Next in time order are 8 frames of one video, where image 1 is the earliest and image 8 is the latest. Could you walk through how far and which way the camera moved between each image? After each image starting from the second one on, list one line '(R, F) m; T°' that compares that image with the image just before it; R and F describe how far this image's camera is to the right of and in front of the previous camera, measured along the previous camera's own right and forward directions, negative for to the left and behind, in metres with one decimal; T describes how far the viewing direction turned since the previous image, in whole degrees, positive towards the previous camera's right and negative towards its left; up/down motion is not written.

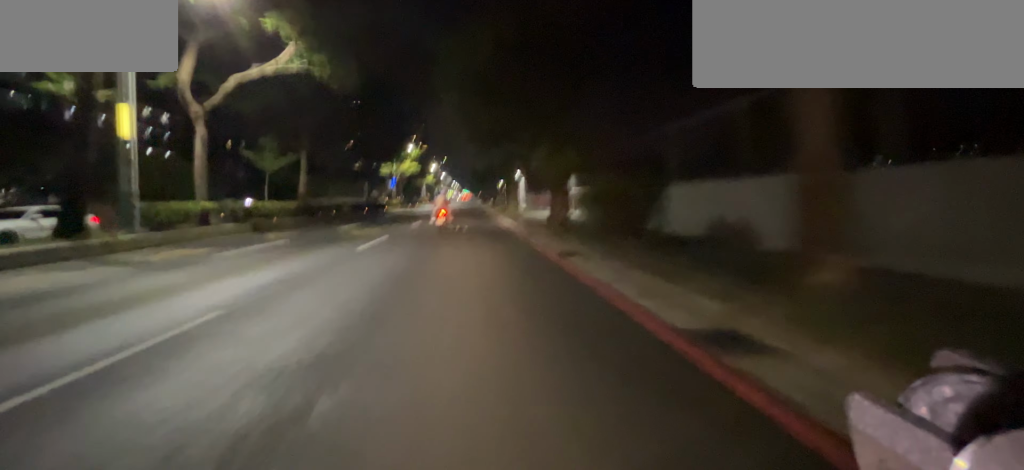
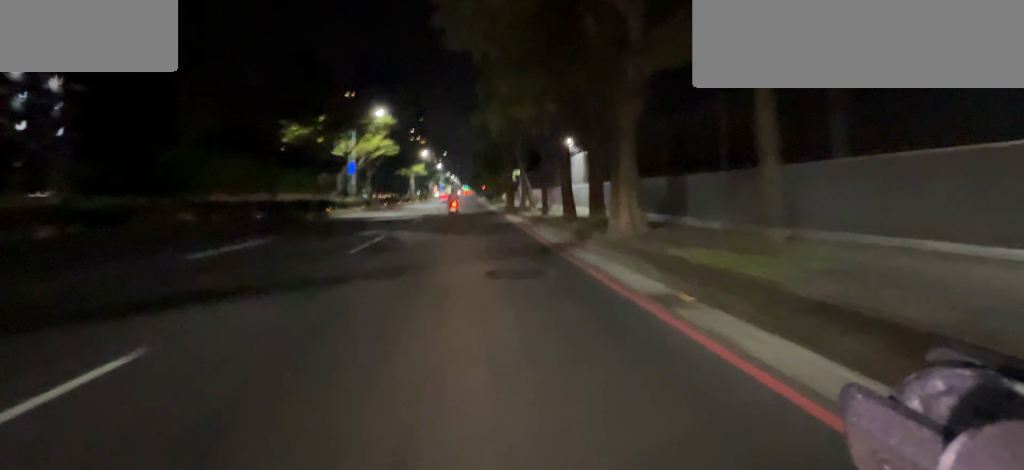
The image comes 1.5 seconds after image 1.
(0.0, +20.2) m; 0°
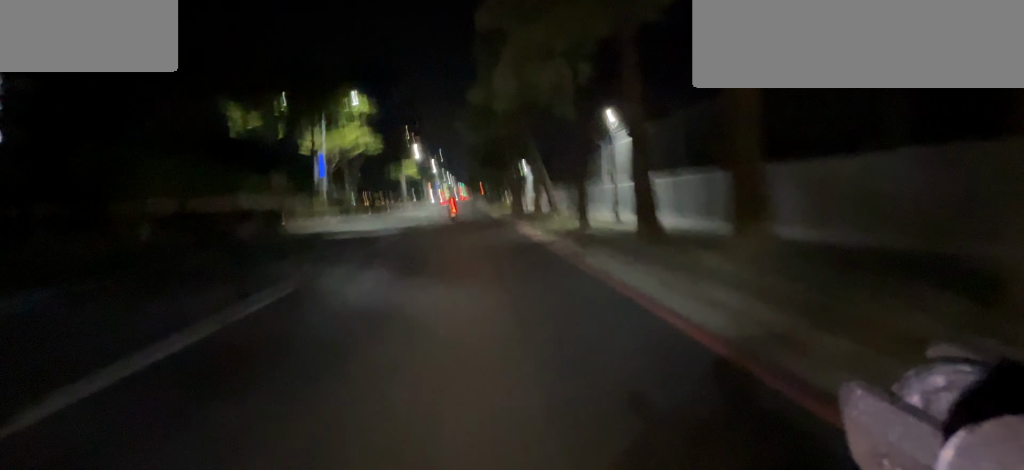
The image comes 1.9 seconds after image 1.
(0.0, +6.6) m; 0°
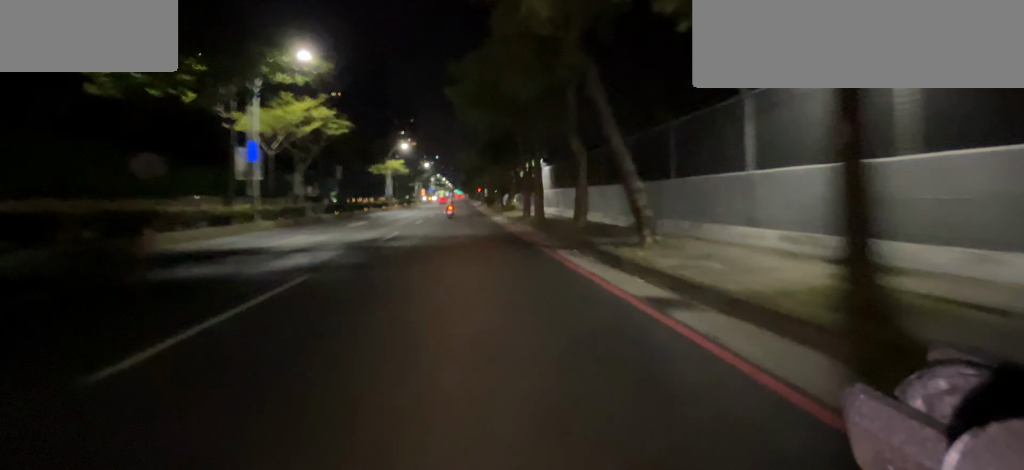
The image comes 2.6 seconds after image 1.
(0.0, +9.3) m; 0°
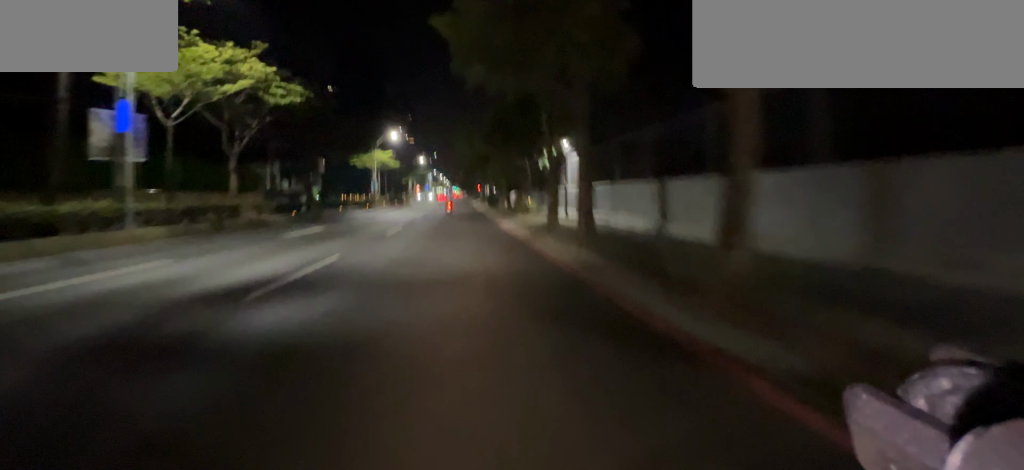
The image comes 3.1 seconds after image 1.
(0.0, +7.9) m; 0°
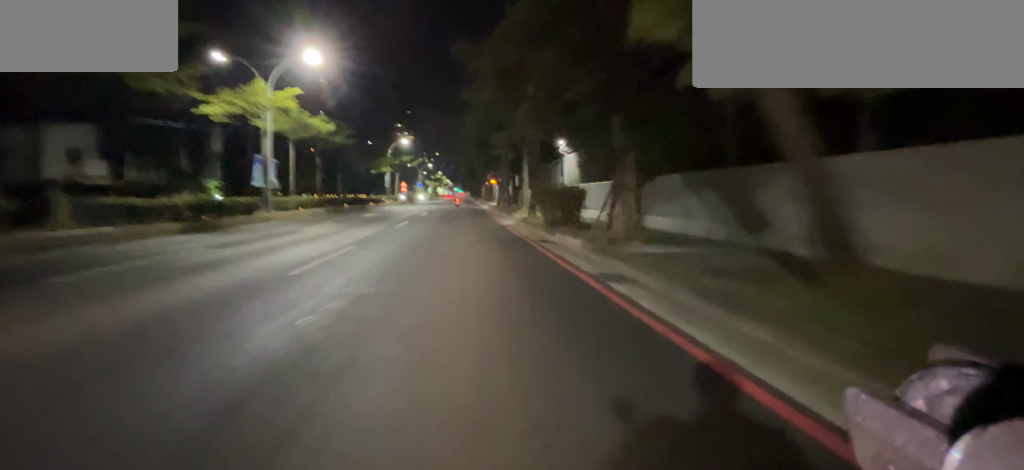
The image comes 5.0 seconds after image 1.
(0.0, +29.8) m; 0°
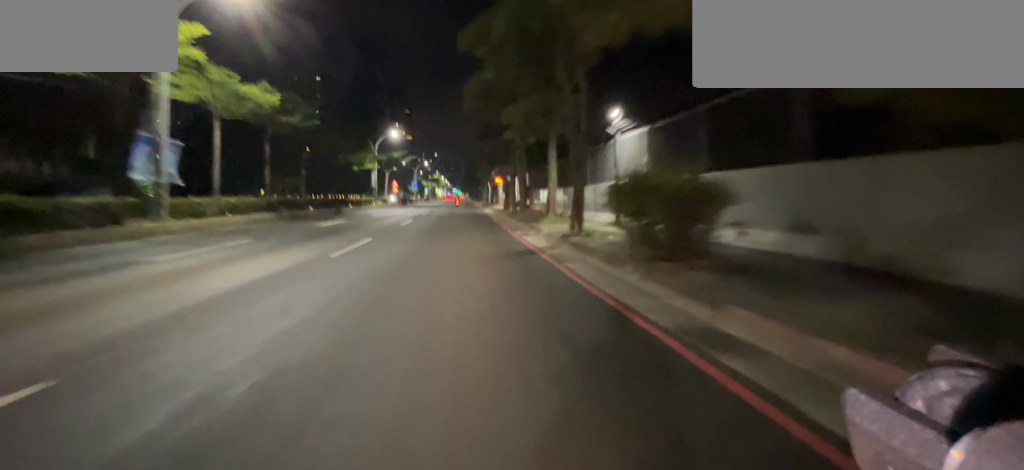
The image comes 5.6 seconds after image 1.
(0.0, +8.7) m; 0°
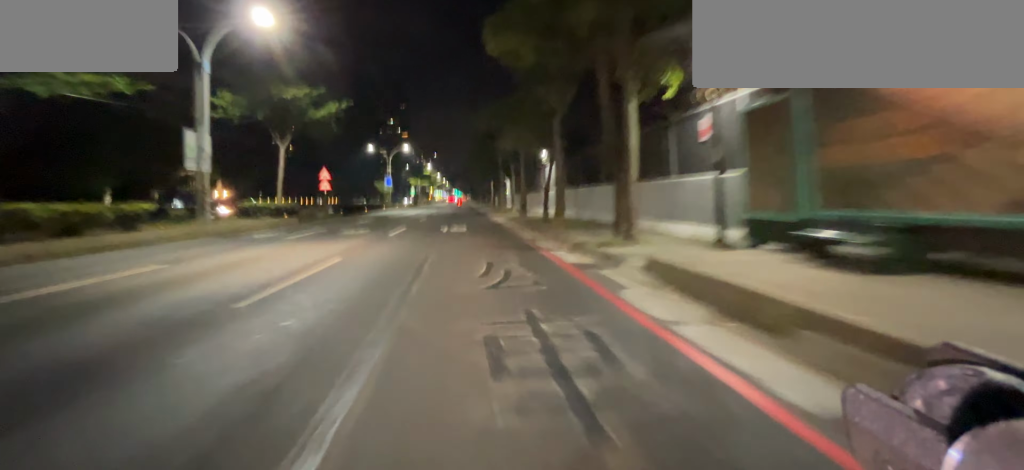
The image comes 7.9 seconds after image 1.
(+0.3, +38.7) m; +1°
